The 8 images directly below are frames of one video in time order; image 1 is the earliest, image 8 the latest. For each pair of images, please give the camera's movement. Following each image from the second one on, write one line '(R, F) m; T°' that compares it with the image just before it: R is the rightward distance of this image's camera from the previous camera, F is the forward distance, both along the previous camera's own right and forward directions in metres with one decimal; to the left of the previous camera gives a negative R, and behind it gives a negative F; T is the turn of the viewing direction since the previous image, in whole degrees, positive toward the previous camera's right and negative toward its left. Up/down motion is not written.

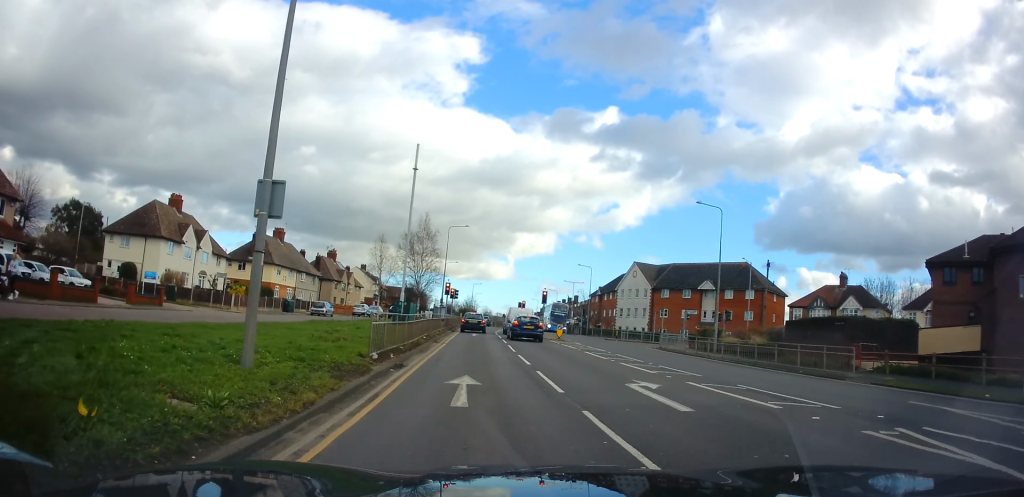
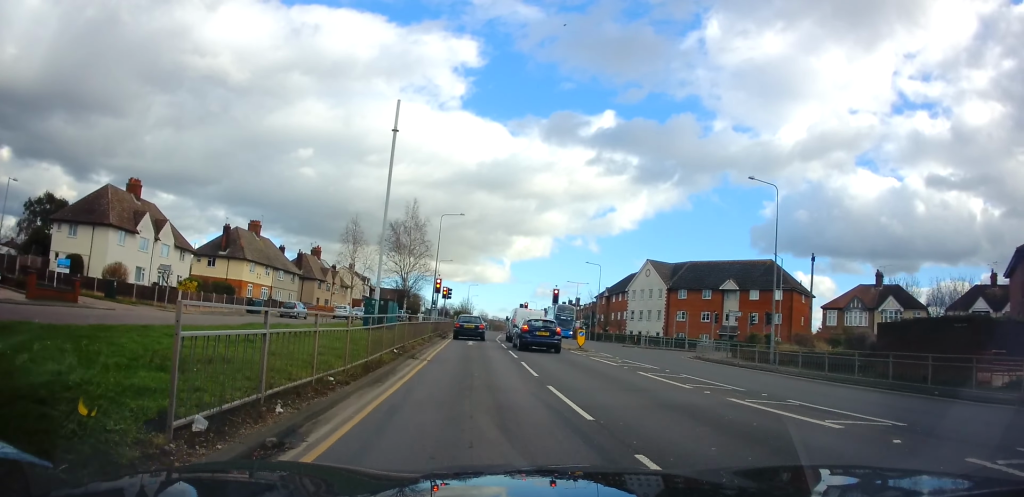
(-0.5, +8.3) m; -1°
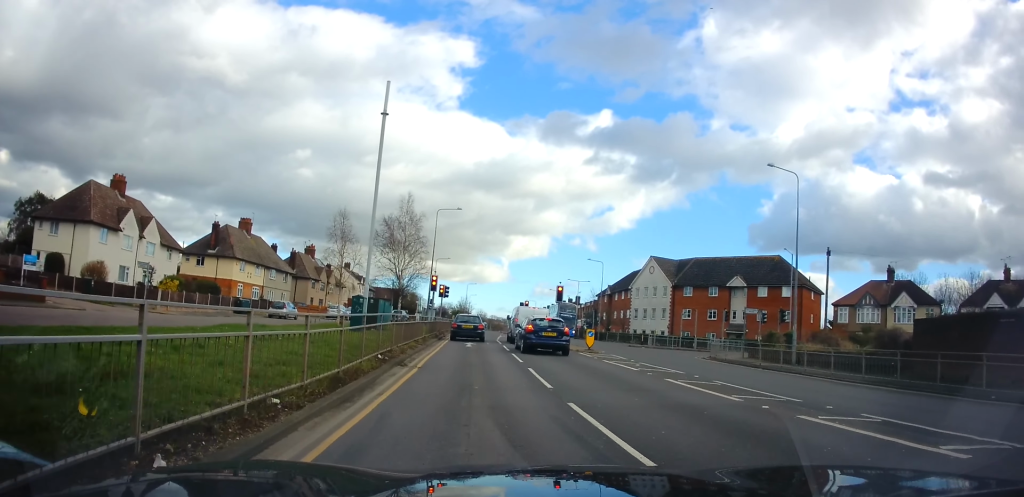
(+0.2, +2.4) m; +2°
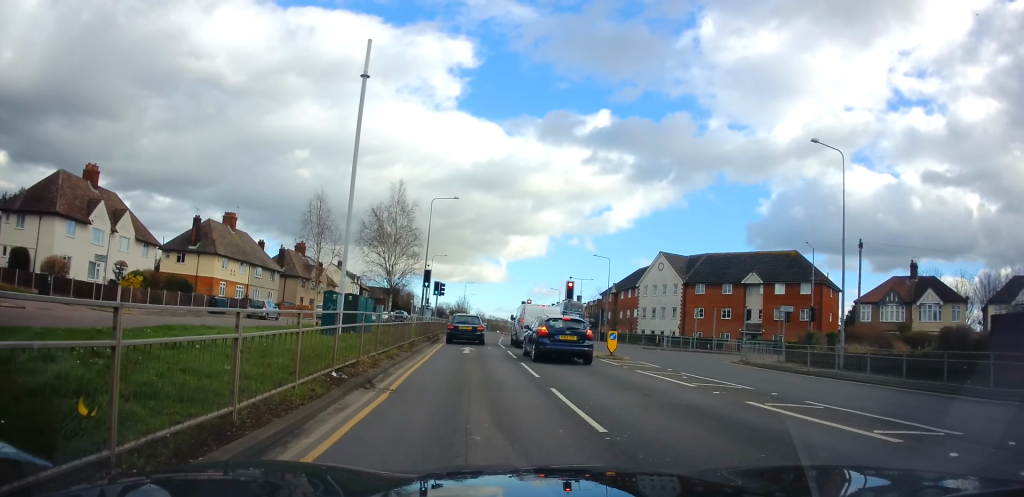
(+0.2, +4.4) m; +2°
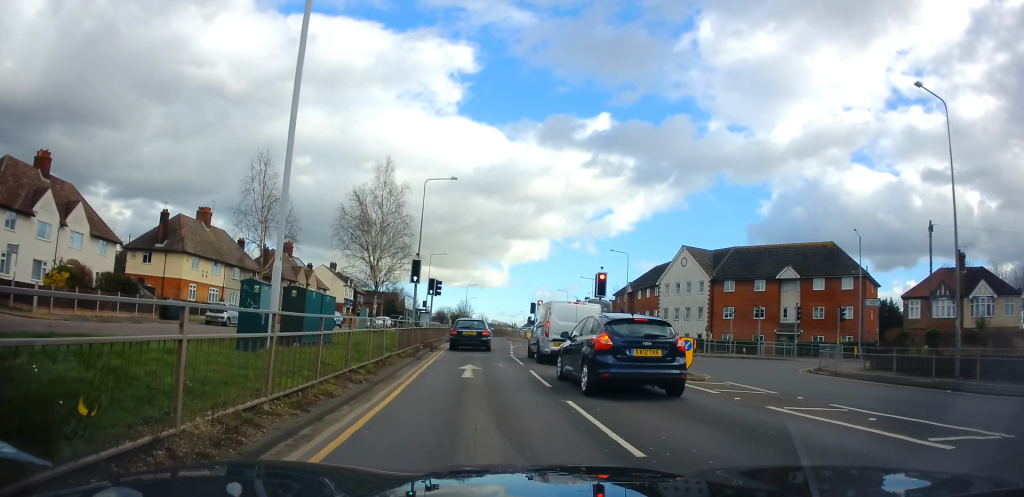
(0.0, +7.3) m; 0°
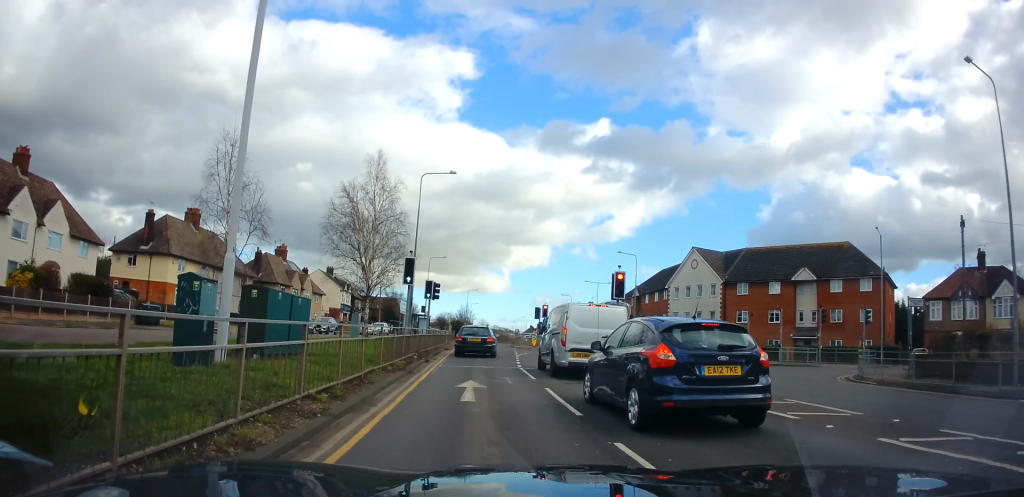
(0.0, +2.9) m; 0°
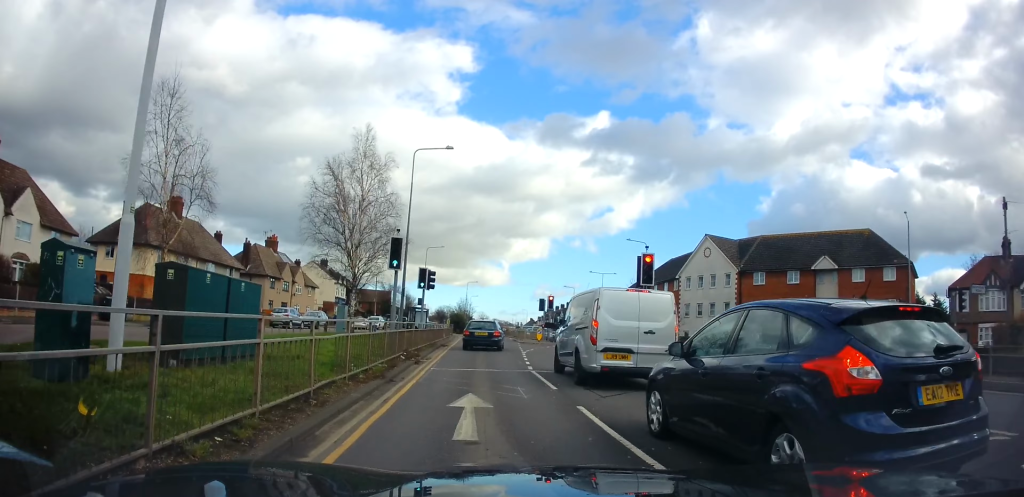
(0.0, +3.6) m; 0°
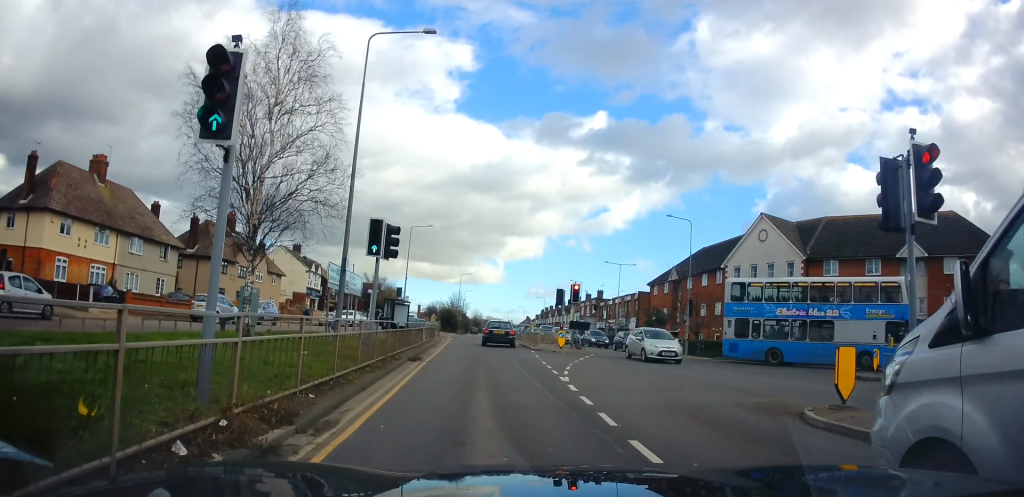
(0.0, +12.0) m; 0°
